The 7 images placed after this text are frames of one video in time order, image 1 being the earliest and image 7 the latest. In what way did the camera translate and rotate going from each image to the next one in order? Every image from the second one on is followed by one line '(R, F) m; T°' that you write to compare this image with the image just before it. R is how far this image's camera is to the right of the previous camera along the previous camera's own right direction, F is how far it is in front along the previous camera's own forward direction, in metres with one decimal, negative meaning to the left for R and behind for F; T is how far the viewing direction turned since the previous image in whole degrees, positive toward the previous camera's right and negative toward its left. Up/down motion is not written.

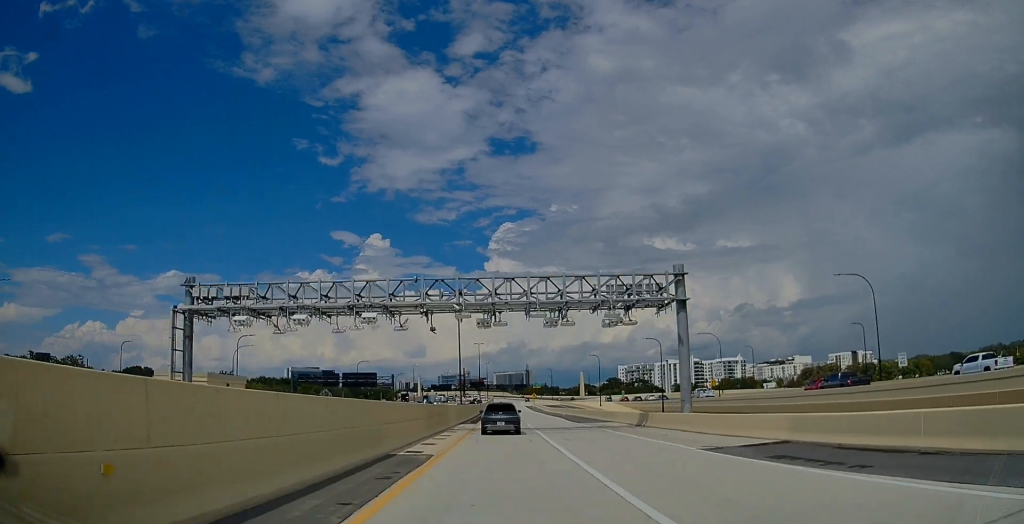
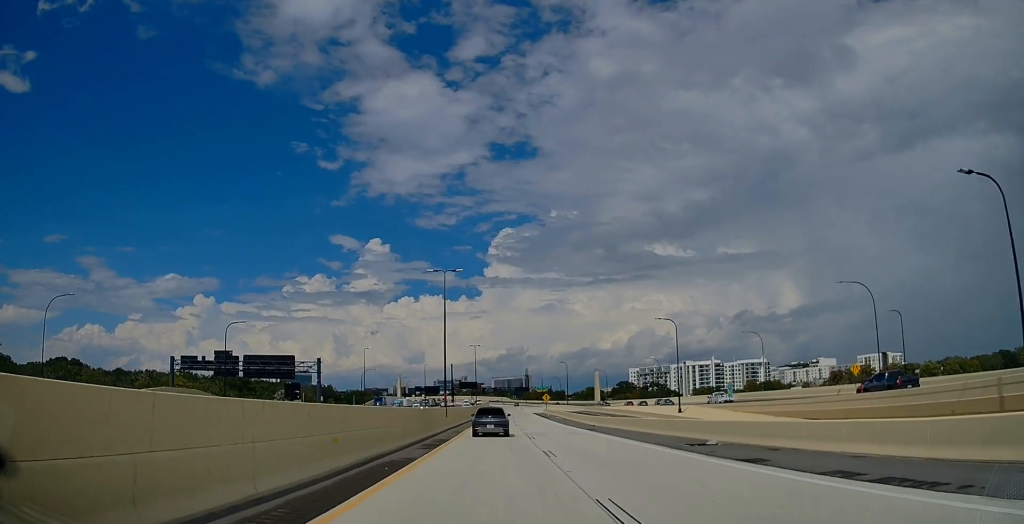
(+0.3, +63.4) m; 0°
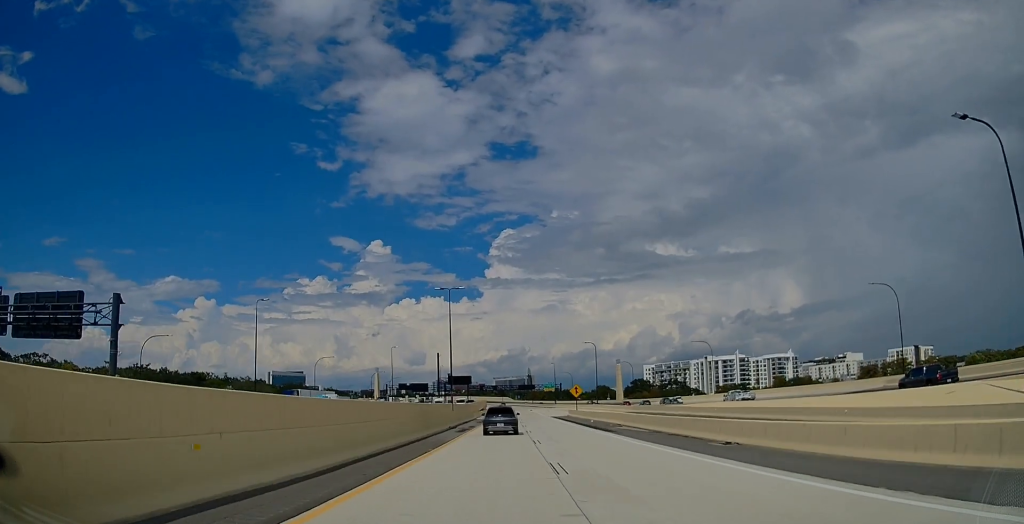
(0.0, +53.3) m; 0°
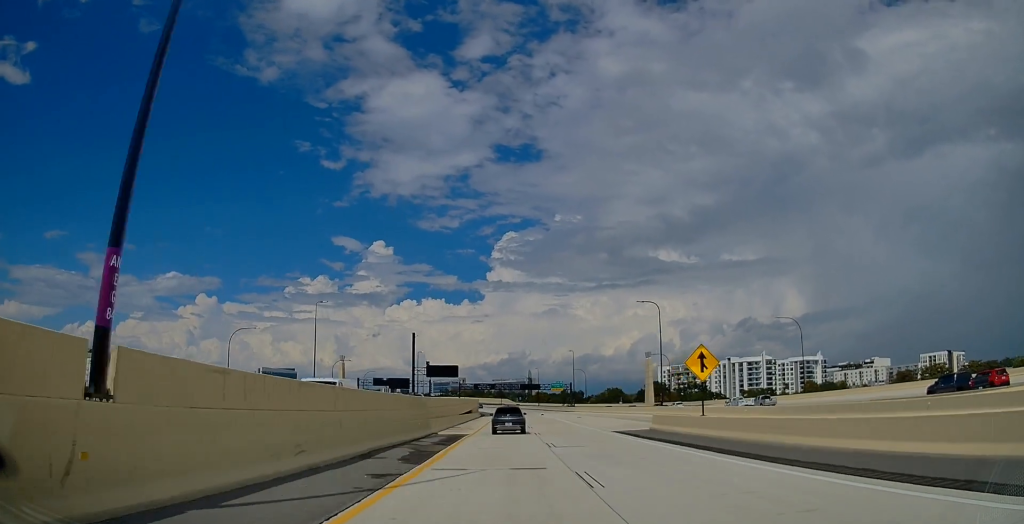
(0.0, +51.5) m; 0°
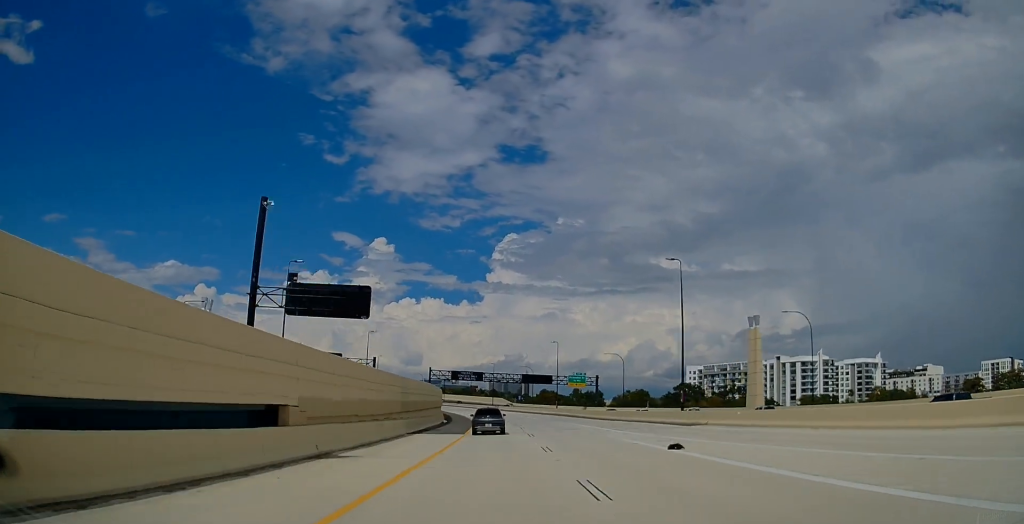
(+0.2, +86.5) m; -1°
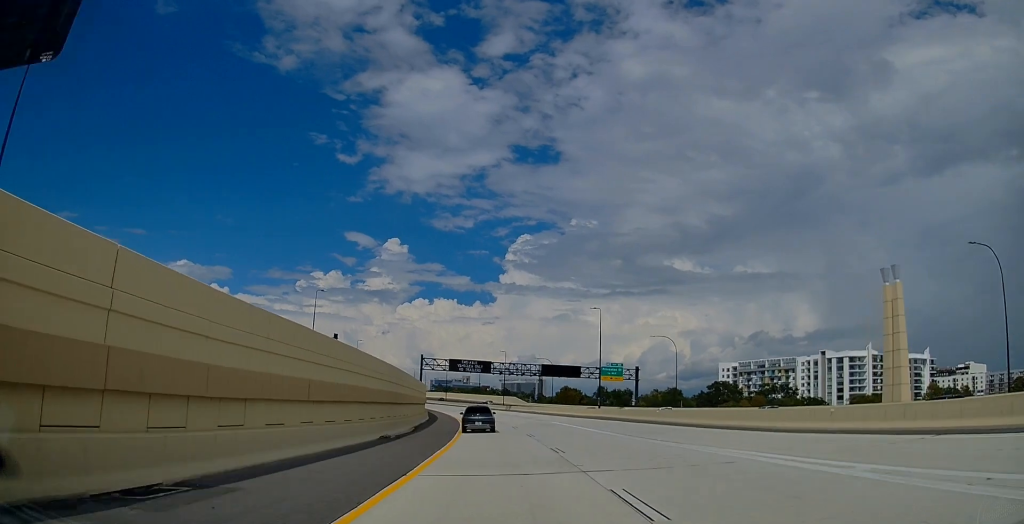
(+0.2, +39.1) m; -2°
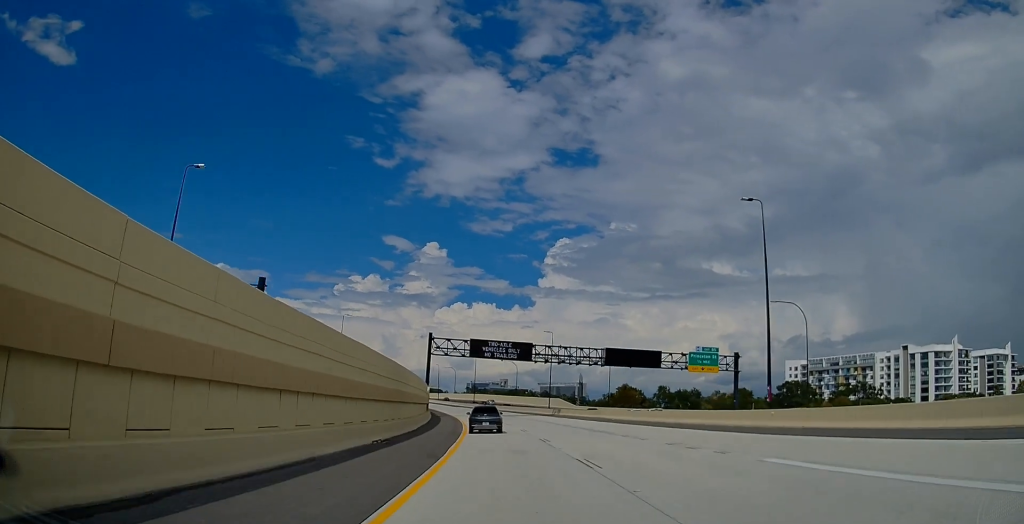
(-1.1, +41.2) m; -3°
